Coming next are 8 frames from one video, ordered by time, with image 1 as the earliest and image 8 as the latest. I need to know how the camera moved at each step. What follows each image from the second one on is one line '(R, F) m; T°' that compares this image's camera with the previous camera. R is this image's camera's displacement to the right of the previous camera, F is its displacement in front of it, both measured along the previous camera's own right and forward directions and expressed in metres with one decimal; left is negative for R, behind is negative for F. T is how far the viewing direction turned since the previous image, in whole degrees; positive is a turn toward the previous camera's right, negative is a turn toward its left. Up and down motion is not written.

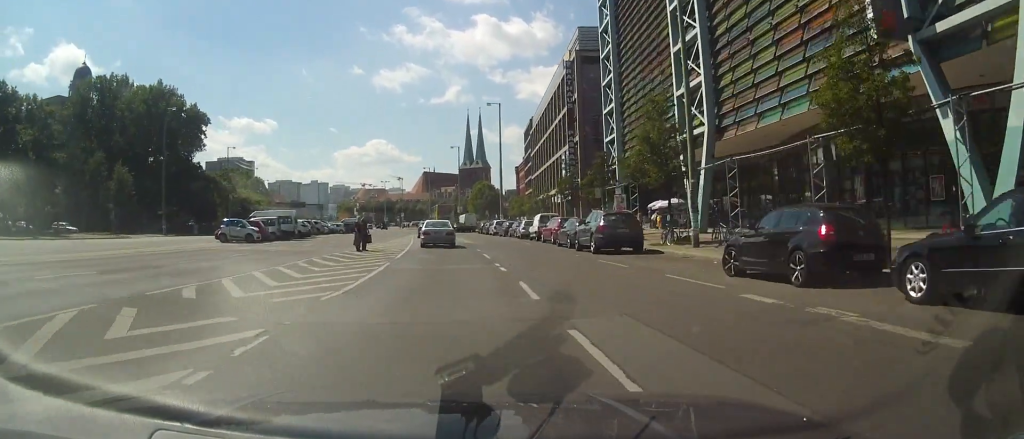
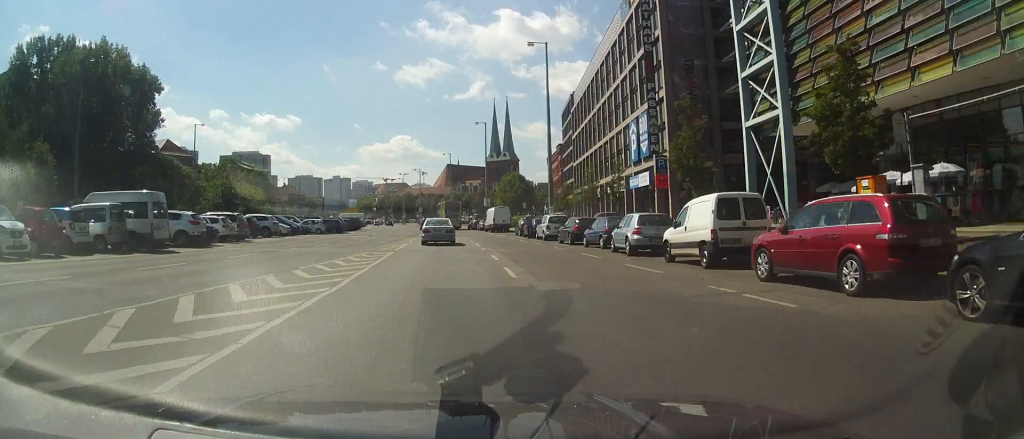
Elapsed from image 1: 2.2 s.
(-1.1, +25.5) m; -4°
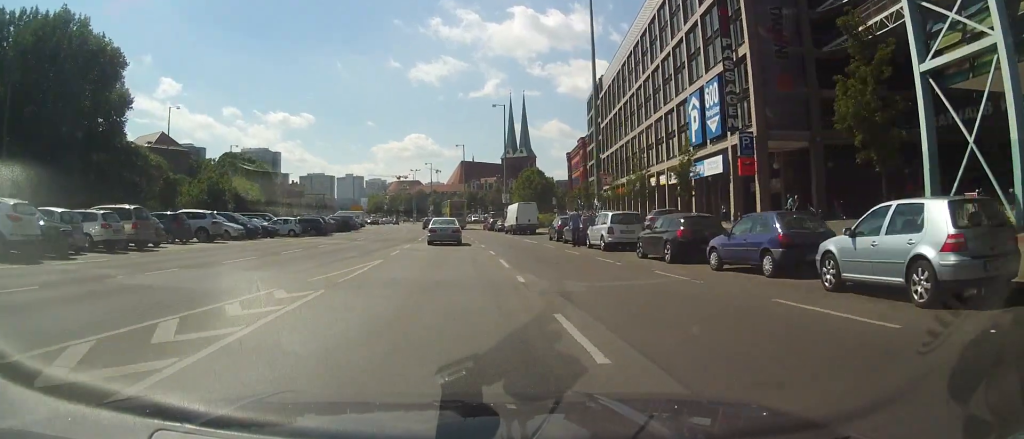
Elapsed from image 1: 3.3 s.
(-0.1, +13.3) m; -1°
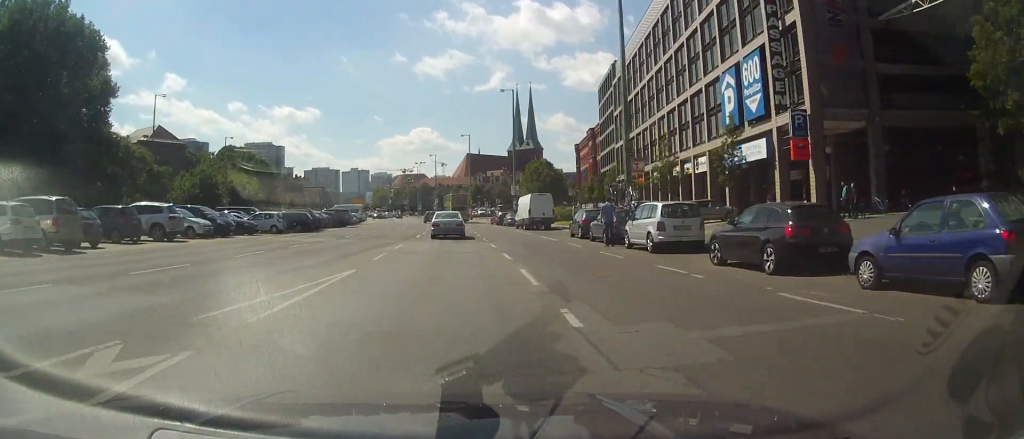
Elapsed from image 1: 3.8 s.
(0.0, +5.8) m; 0°
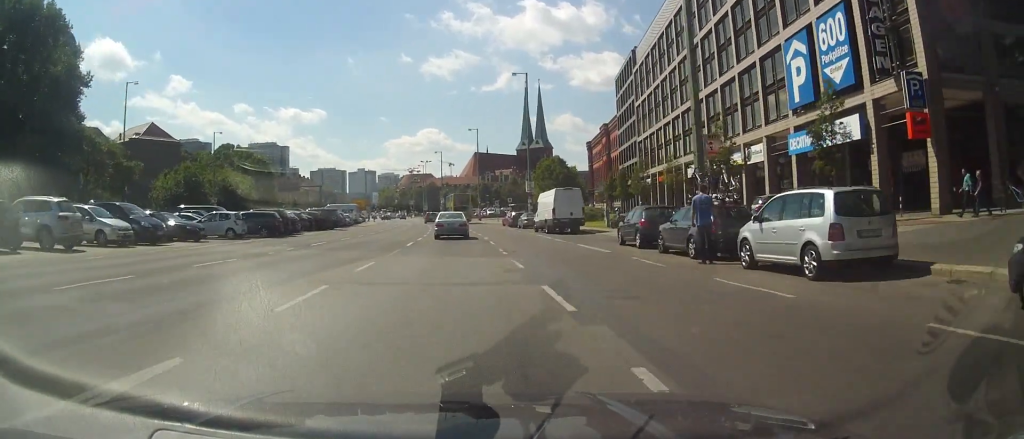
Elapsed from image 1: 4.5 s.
(0.0, +9.2) m; +1°
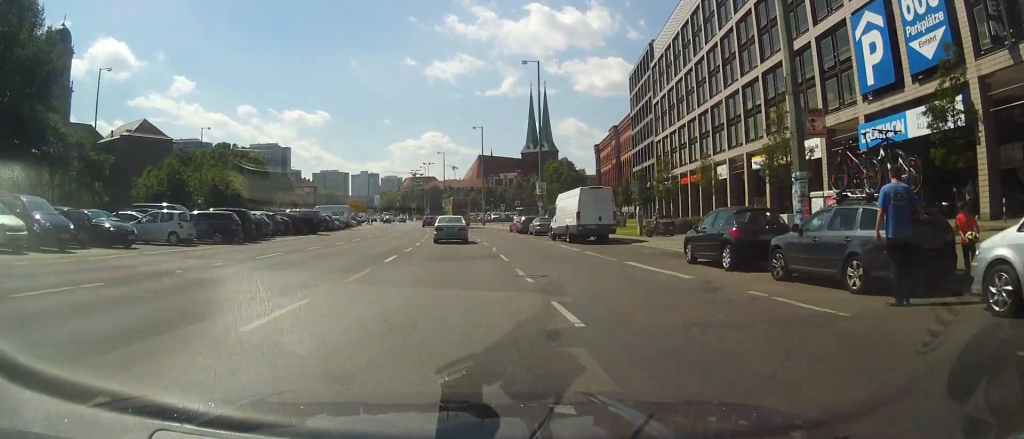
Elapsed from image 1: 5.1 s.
(-0.1, +7.1) m; +1°
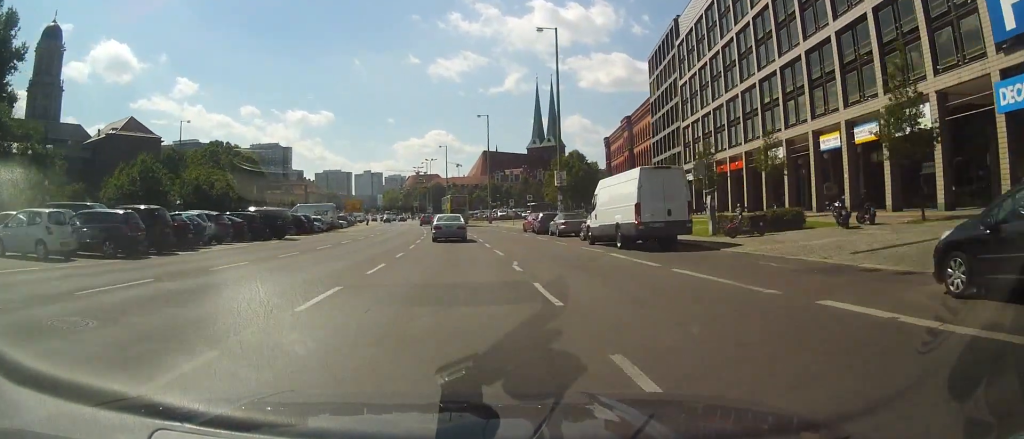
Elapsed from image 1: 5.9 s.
(+0.3, +9.7) m; -1°
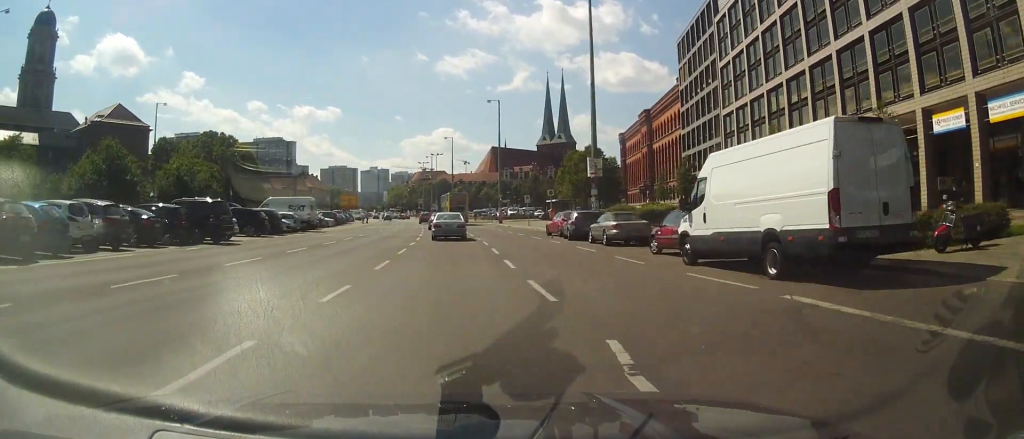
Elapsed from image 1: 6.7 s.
(-0.4, +10.7) m; -3°
